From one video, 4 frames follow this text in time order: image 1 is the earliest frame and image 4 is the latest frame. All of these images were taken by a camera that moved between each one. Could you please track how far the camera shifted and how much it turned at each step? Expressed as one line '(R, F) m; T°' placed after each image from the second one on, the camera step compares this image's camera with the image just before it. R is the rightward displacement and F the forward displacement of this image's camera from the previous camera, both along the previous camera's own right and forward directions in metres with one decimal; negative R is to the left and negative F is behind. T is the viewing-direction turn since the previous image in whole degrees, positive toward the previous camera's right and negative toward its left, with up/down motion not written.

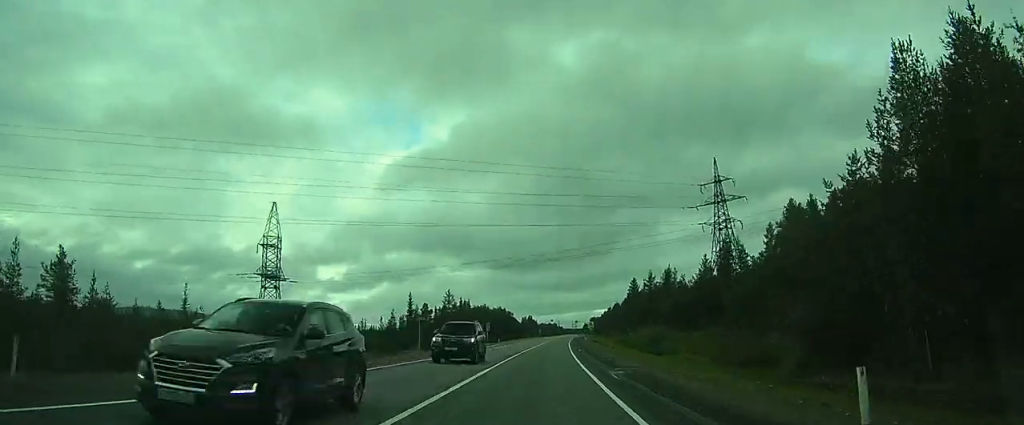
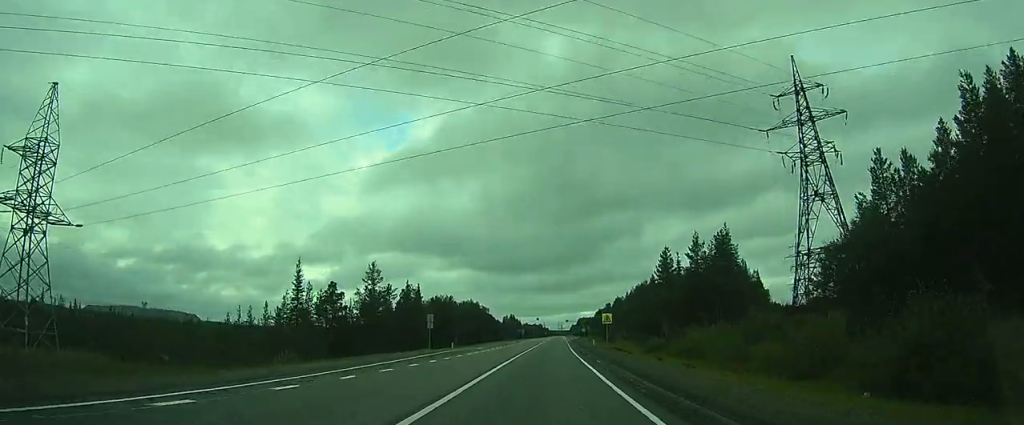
(0.0, +42.3) m; 0°
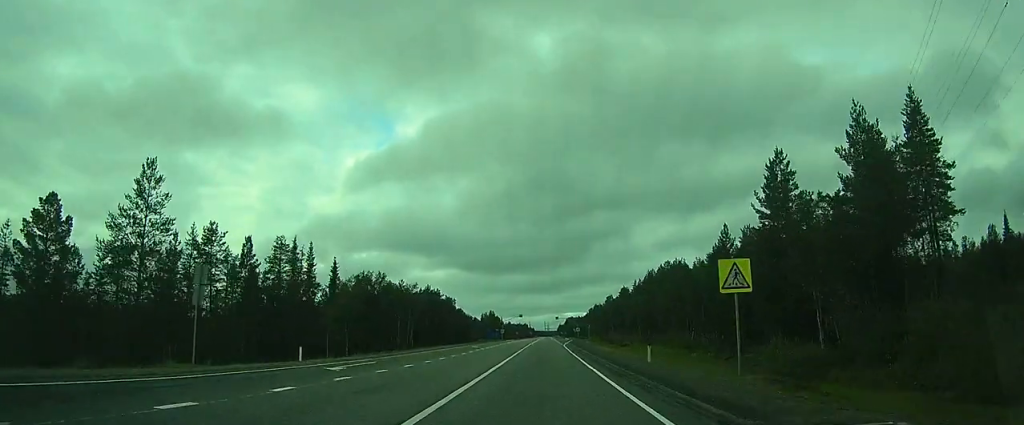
(0.0, +39.9) m; 0°
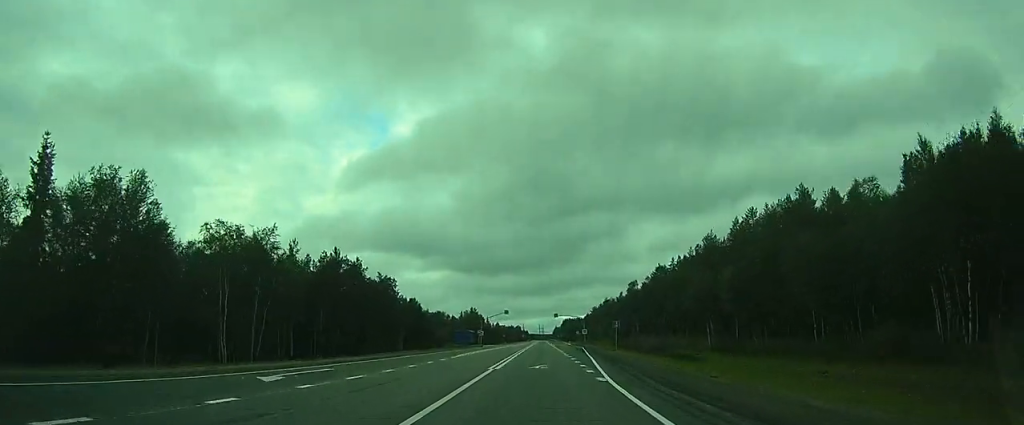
(+0.3, +44.7) m; +1°
